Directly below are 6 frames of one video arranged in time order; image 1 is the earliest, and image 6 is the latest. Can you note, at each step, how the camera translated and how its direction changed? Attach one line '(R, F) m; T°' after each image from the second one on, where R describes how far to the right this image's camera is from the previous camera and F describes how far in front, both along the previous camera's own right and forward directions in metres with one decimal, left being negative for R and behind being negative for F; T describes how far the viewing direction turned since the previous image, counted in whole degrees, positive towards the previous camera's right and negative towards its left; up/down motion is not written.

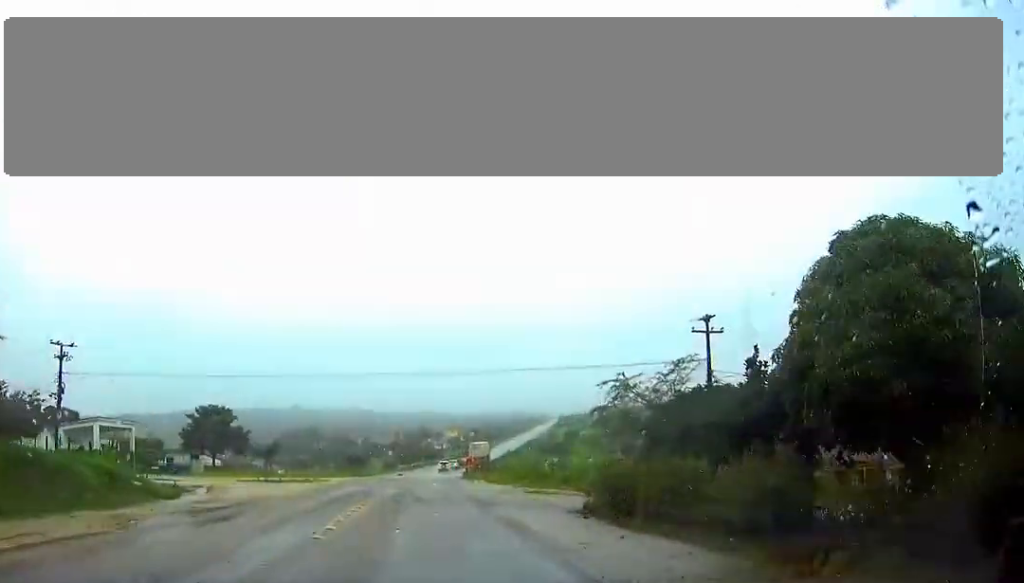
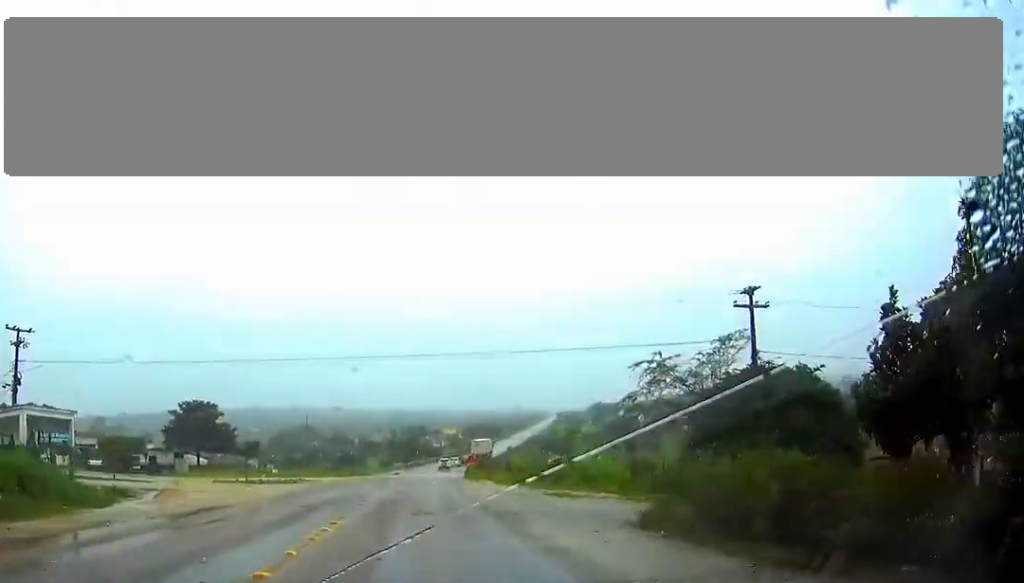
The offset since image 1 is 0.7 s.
(+0.1, +6.7) m; 0°
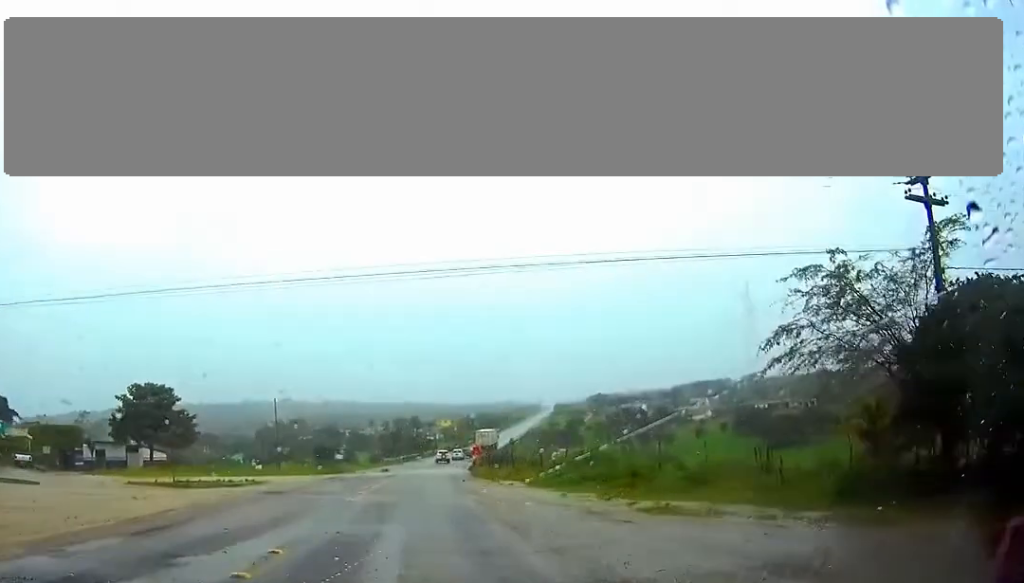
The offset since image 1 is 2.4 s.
(-0.2, +16.7) m; -1°
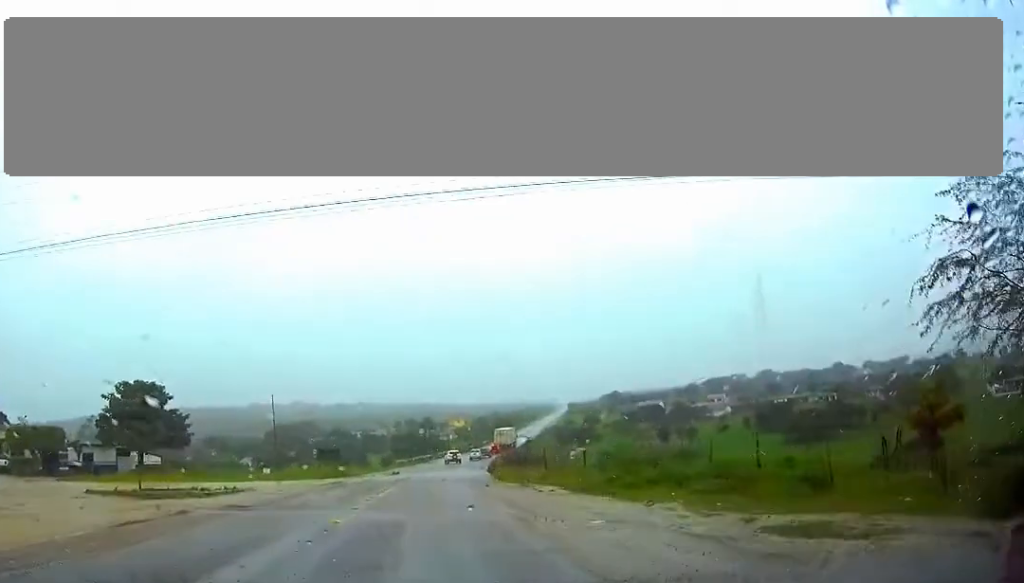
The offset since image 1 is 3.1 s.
(0.0, +7.3) m; 0°
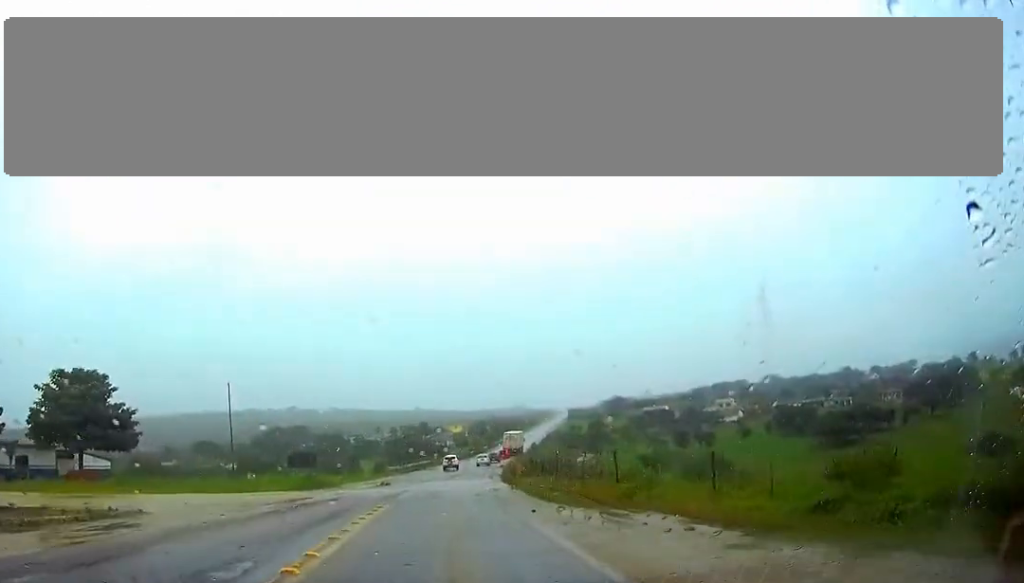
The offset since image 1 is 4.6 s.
(-0.1, +14.4) m; -1°
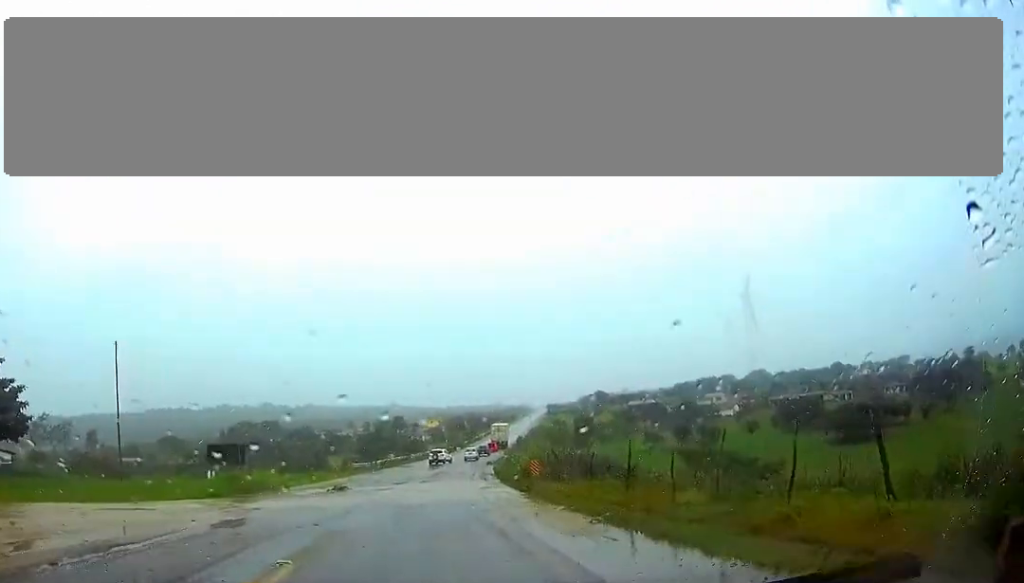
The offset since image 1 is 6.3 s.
(+0.1, +15.6) m; +1°
